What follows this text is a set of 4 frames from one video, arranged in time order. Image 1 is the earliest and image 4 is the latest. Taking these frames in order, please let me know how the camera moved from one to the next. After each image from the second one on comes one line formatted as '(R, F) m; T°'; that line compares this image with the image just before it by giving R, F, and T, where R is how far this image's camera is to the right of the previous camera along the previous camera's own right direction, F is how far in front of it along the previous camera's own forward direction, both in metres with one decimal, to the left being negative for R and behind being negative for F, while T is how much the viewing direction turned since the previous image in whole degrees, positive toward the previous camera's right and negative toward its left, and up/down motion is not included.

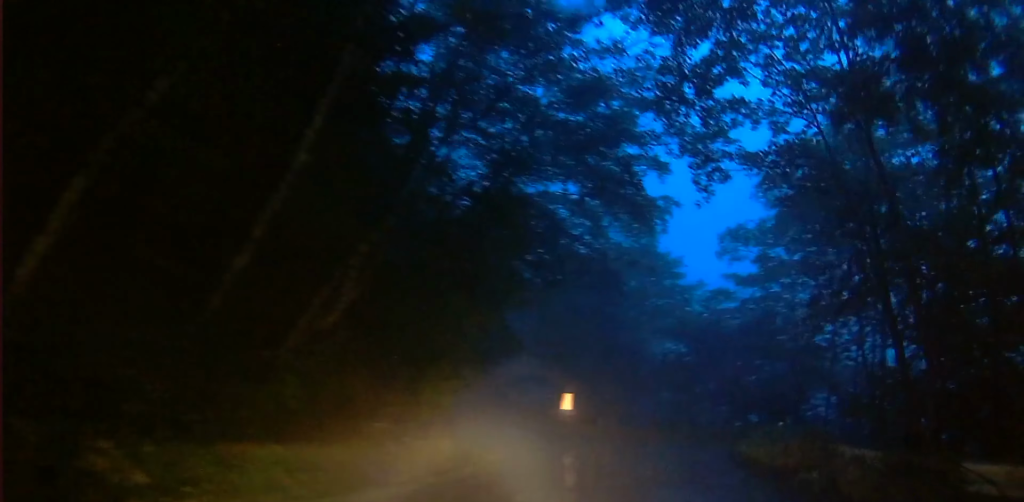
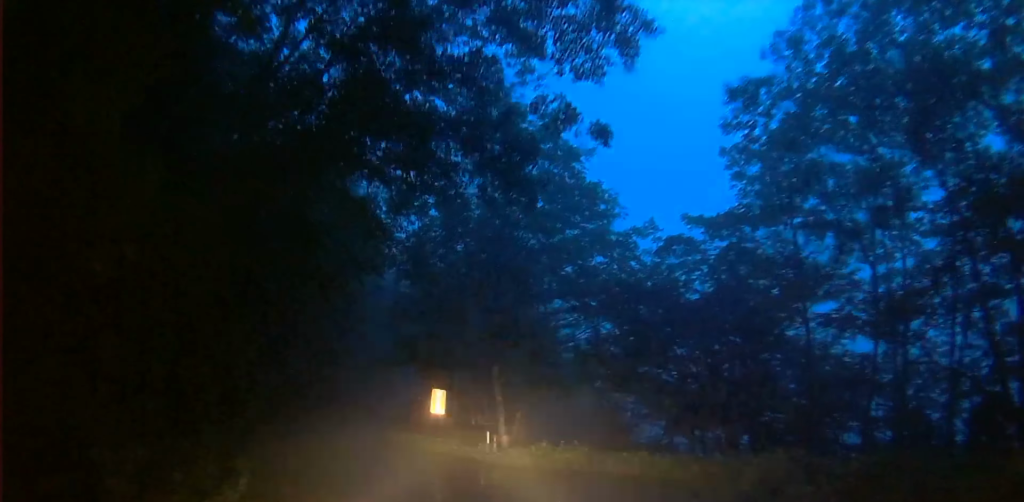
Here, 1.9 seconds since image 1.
(0.0, +10.0) m; +16°
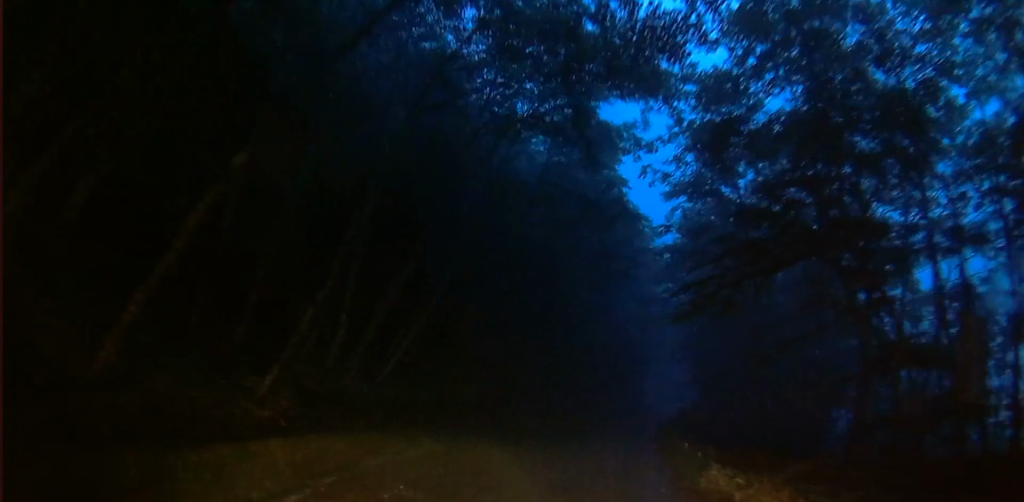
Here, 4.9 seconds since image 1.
(+0.5, +17.0) m; -18°
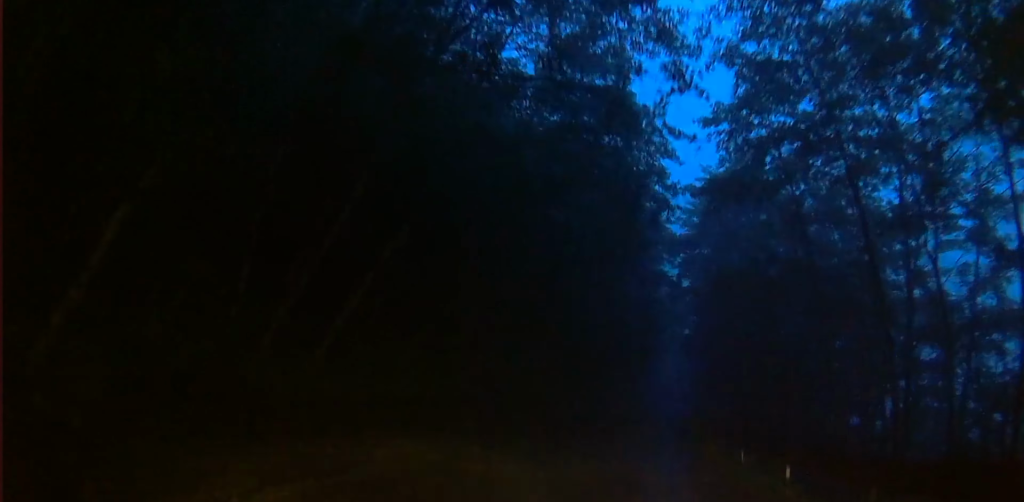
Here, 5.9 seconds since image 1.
(-1.1, +6.2) m; +3°
